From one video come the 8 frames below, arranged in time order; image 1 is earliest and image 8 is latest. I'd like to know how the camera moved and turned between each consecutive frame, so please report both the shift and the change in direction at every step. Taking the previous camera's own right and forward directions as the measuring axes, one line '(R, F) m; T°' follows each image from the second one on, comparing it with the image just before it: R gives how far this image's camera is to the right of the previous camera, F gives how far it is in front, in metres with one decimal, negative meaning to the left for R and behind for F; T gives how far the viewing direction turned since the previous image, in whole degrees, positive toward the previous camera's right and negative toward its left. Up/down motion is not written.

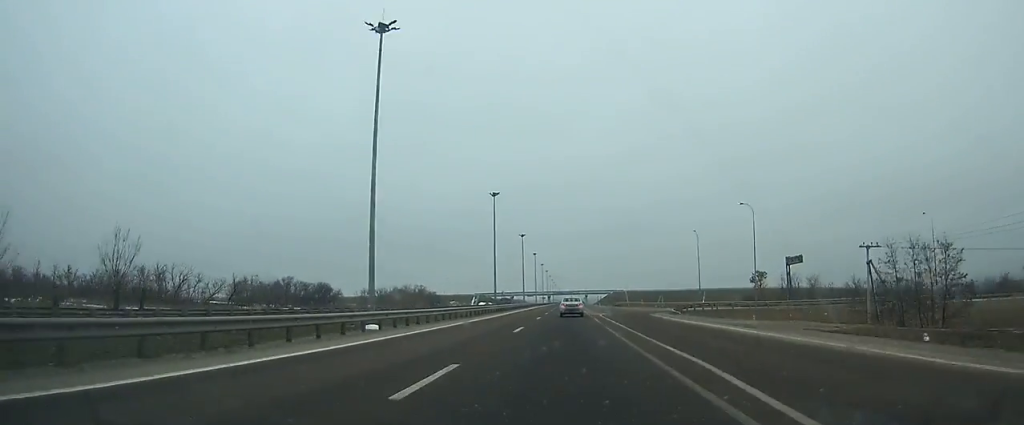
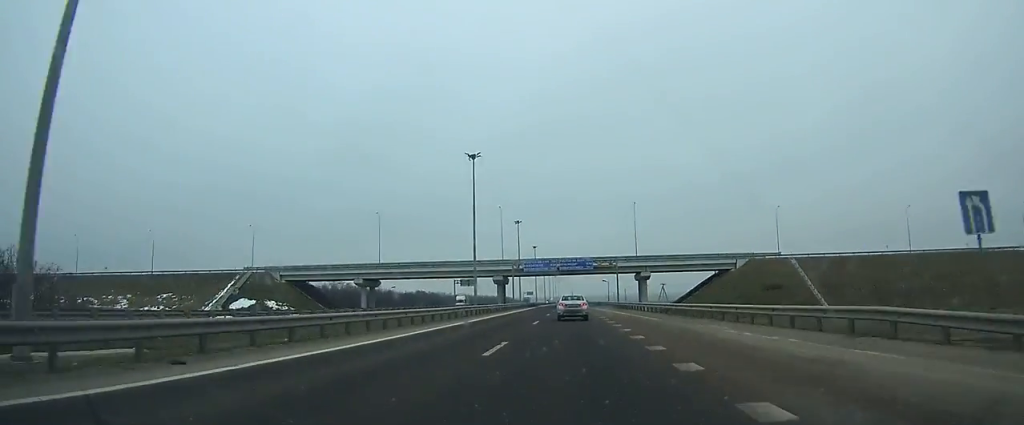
(-0.2, +282.2) m; 0°
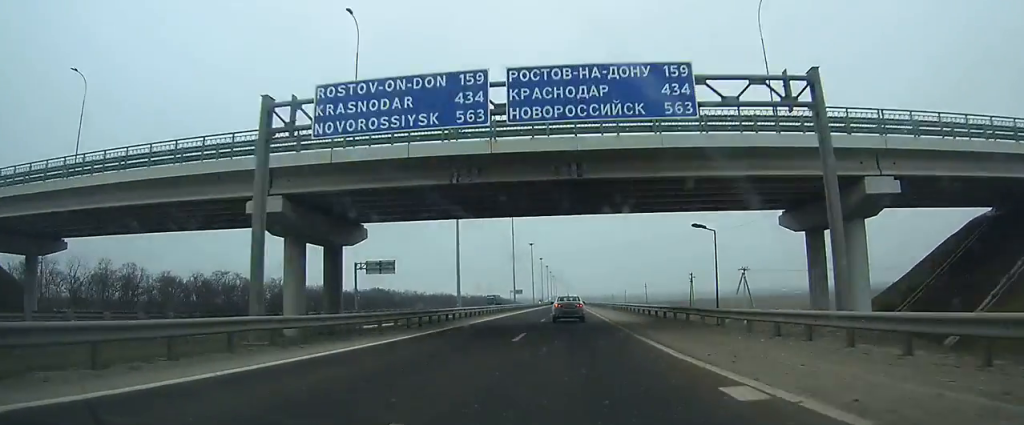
(+0.1, +76.4) m; 0°
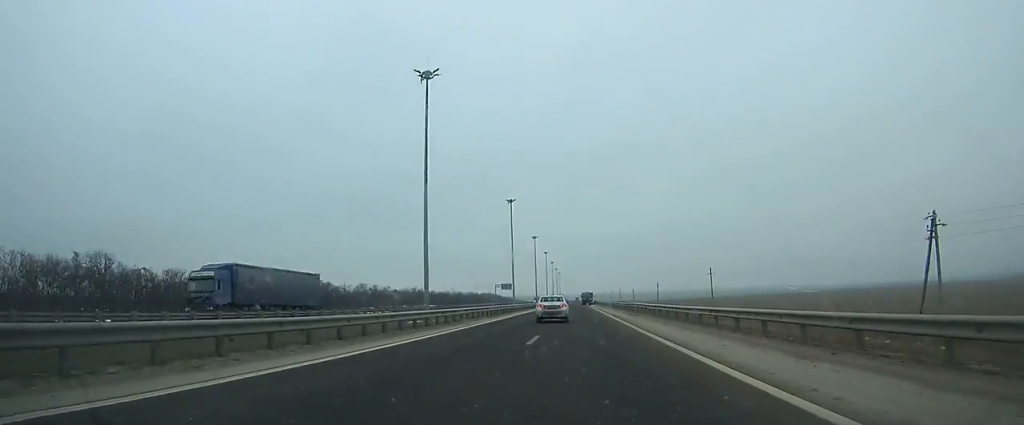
(-0.3, +82.5) m; -1°
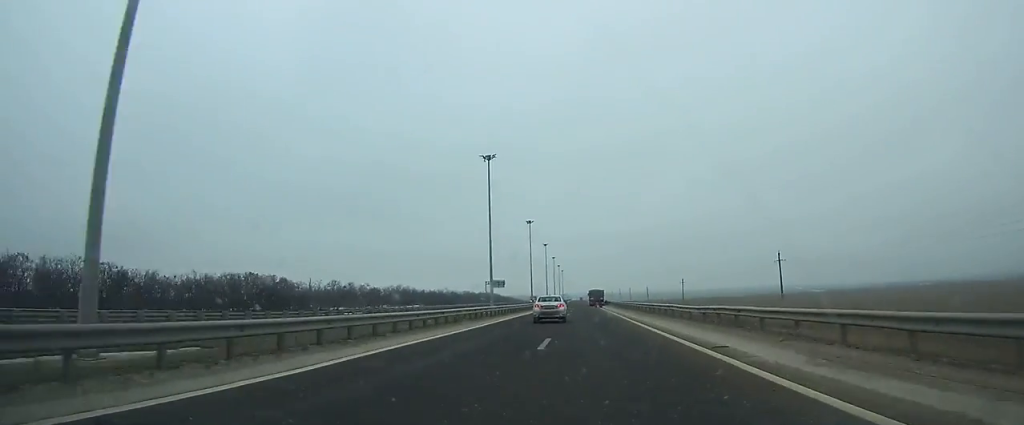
(-0.1, +34.3) m; 0°
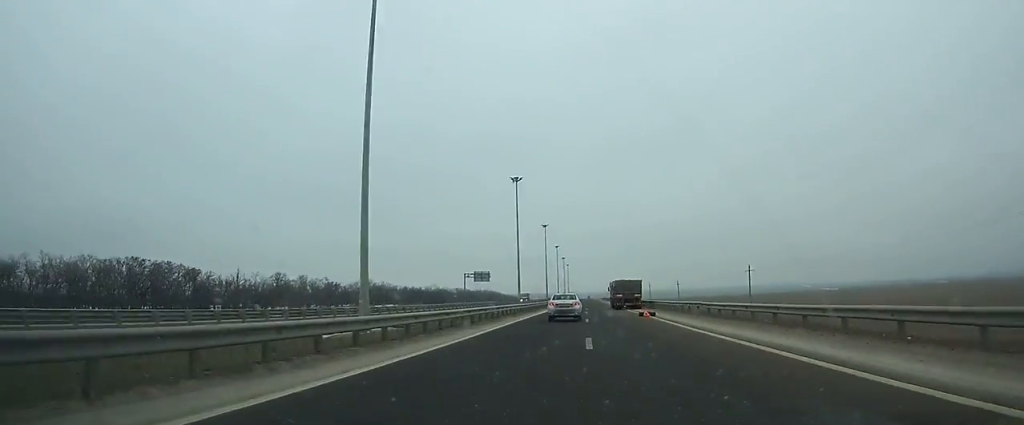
(-0.4, +49.0) m; 0°
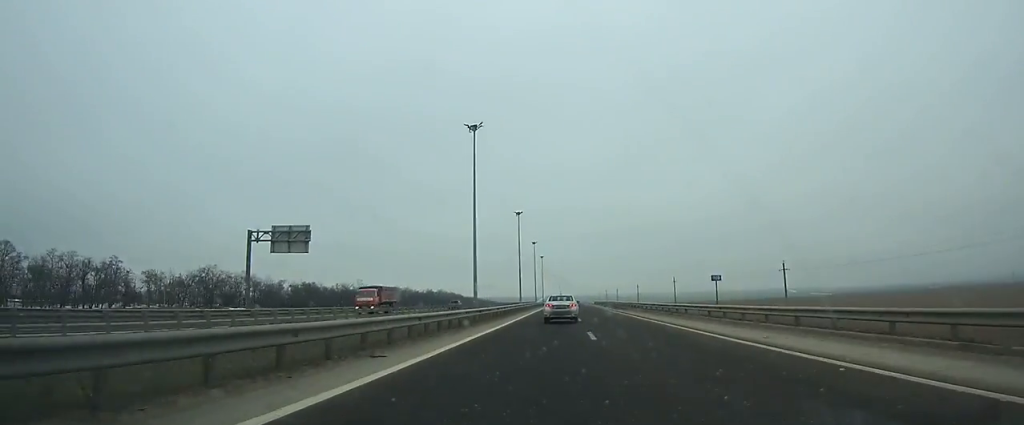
(+0.8, +92.6) m; +1°
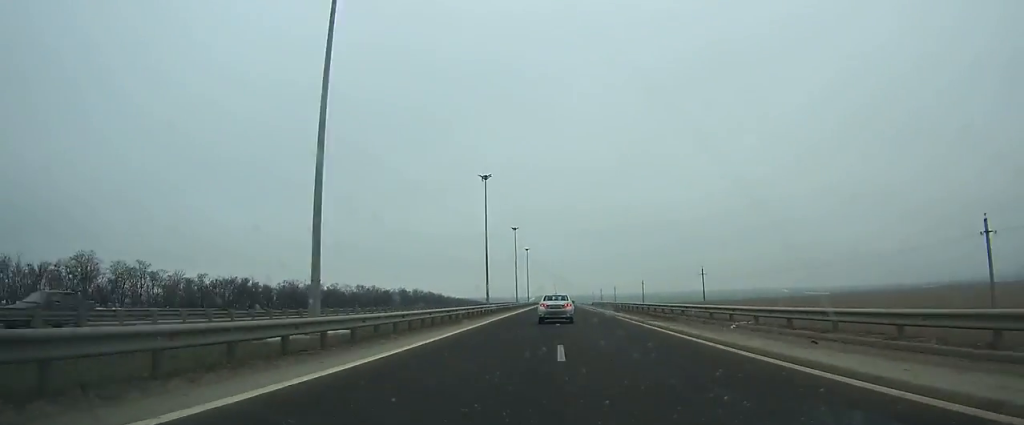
(+0.2, +37.8) m; 0°
